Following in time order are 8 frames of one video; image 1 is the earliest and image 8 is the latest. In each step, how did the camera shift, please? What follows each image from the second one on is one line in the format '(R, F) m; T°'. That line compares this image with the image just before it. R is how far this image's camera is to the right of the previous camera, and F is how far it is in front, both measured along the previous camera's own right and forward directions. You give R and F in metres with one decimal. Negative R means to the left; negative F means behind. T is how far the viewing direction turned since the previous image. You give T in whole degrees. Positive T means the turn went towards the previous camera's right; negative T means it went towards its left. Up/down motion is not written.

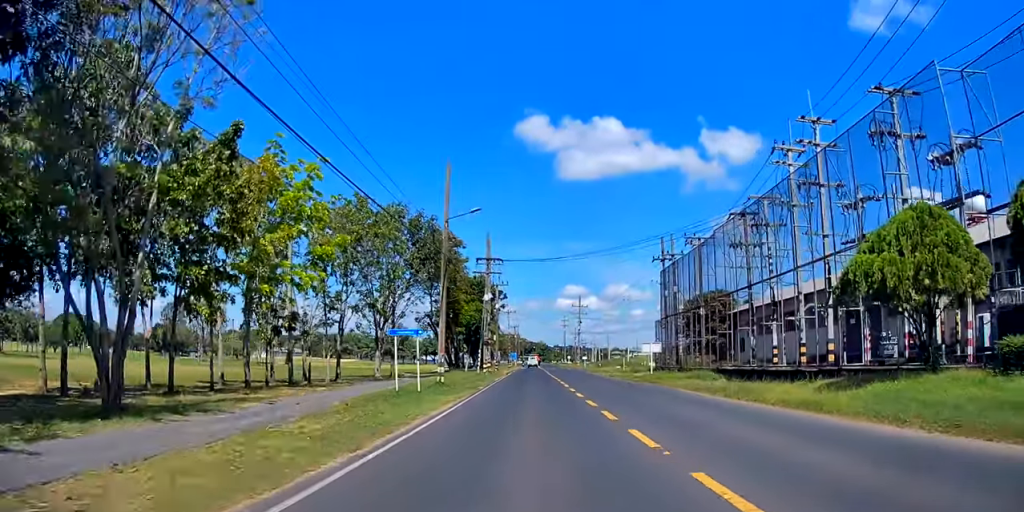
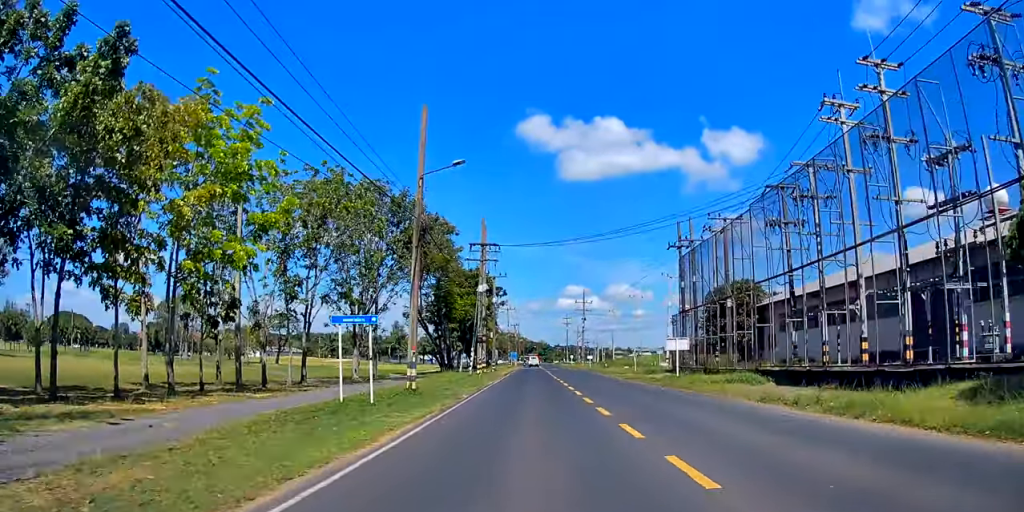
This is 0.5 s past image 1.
(0.0, +6.9) m; 0°
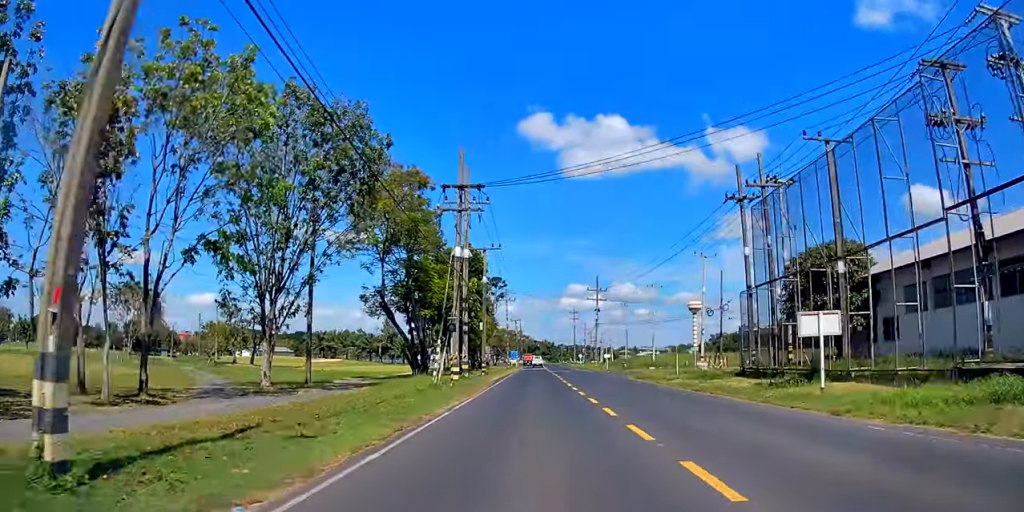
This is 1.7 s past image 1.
(-0.2, +16.4) m; -1°
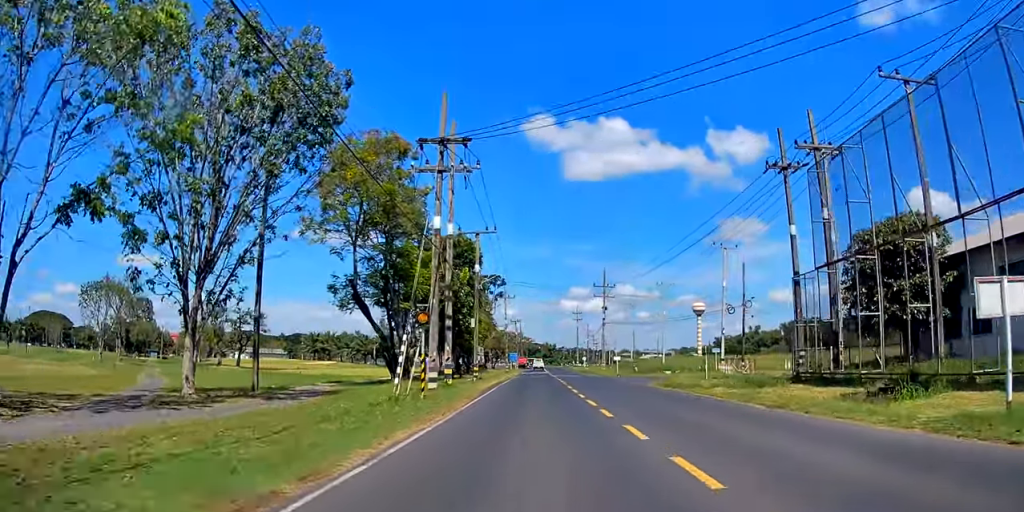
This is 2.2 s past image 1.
(+0.1, +7.4) m; 0°
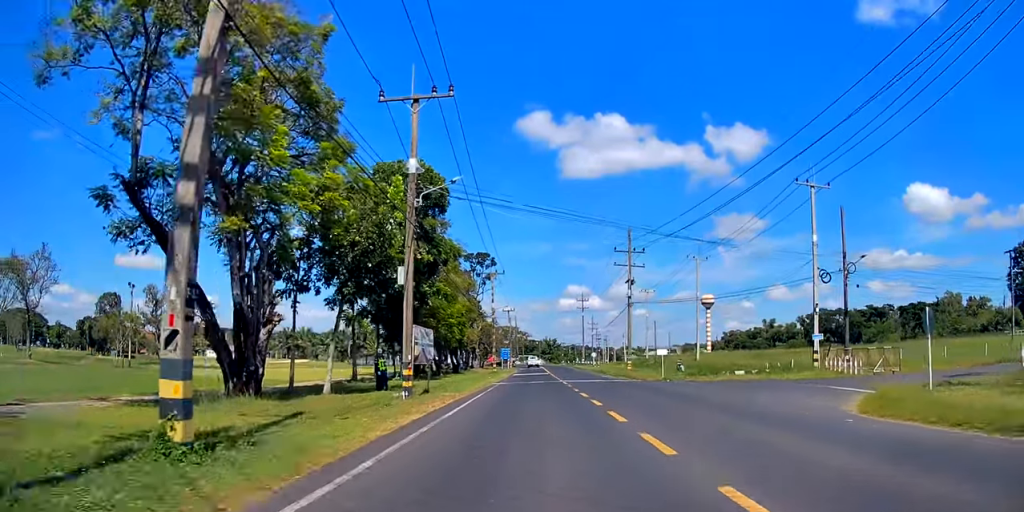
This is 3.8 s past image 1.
(+0.7, +22.6) m; +4°
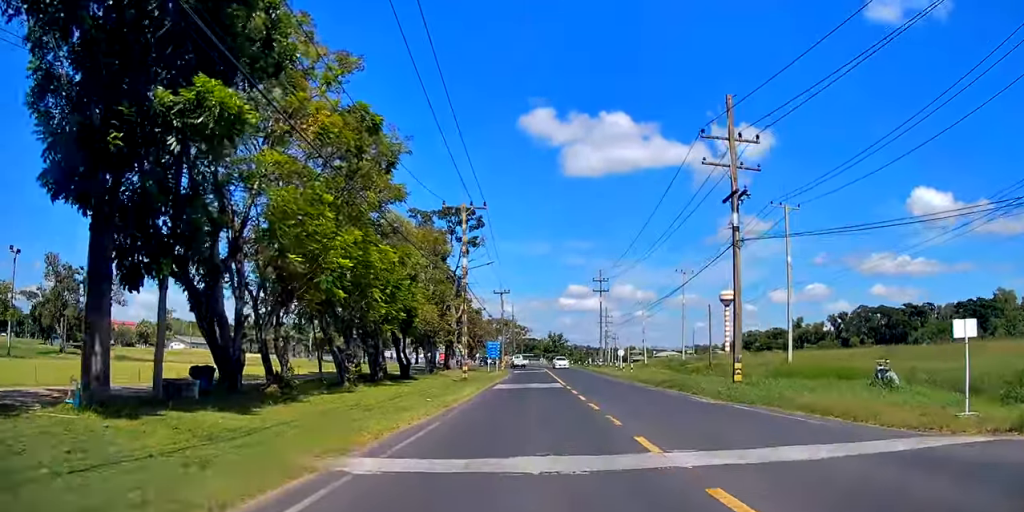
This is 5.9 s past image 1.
(-0.2, +27.8) m; -1°
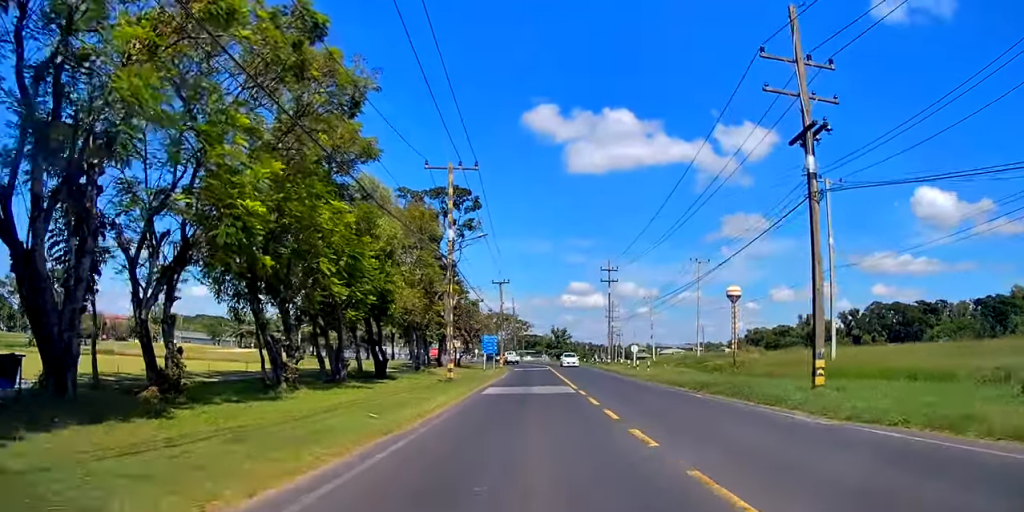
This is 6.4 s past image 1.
(0.0, +7.1) m; 0°
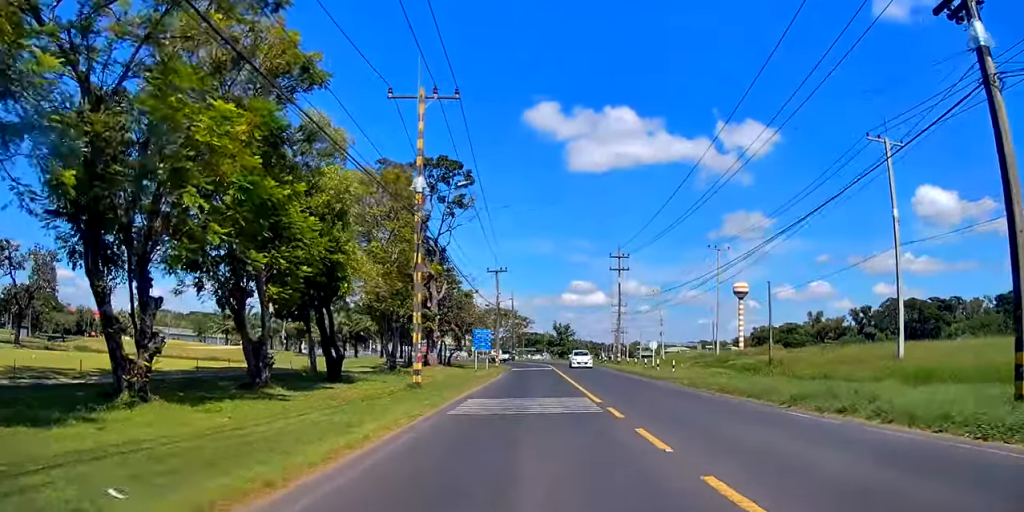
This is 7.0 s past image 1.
(0.0, +8.6) m; -1°
